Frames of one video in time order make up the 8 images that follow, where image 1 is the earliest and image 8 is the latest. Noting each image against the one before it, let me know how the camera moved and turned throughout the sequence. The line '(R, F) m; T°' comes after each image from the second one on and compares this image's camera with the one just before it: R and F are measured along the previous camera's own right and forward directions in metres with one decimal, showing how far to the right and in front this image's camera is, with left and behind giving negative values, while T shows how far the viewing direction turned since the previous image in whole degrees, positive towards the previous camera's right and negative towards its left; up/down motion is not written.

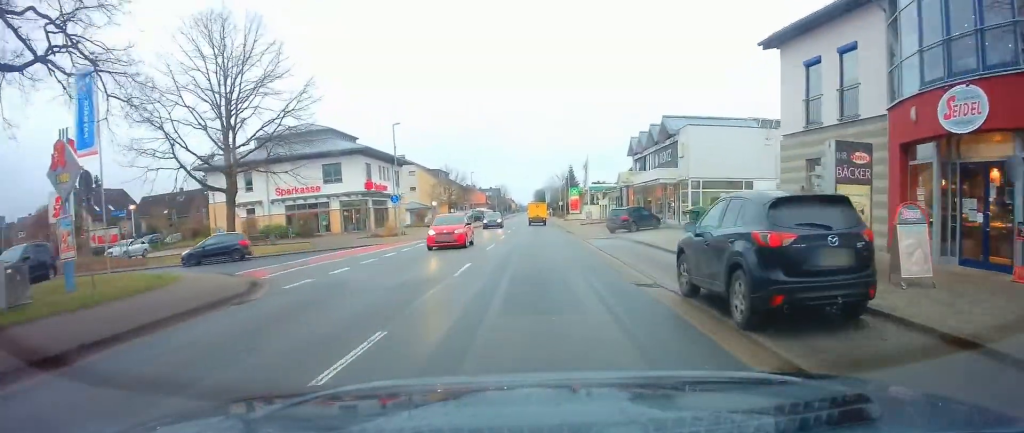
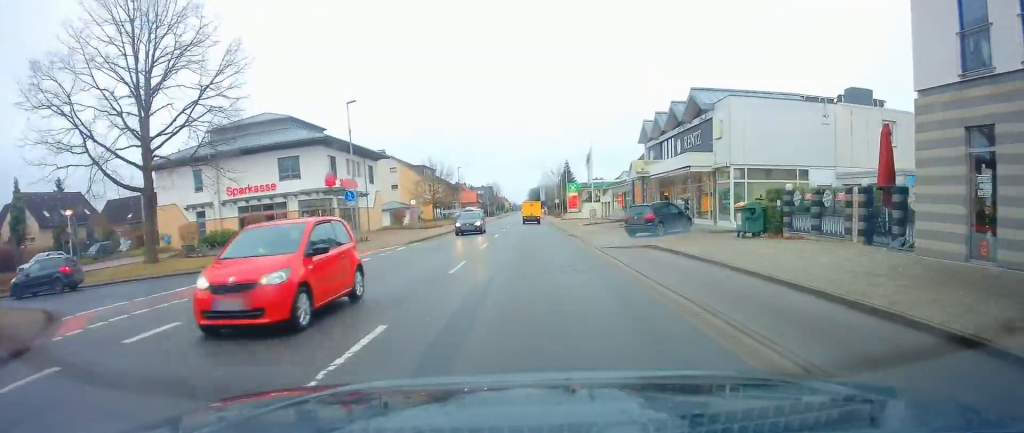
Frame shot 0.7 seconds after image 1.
(+0.2, +9.0) m; +1°
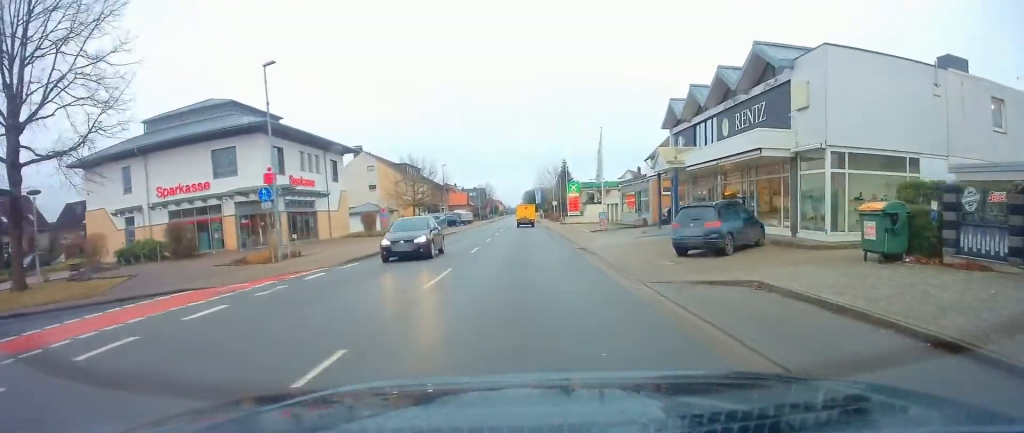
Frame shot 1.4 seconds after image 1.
(+0.1, +10.1) m; +1°
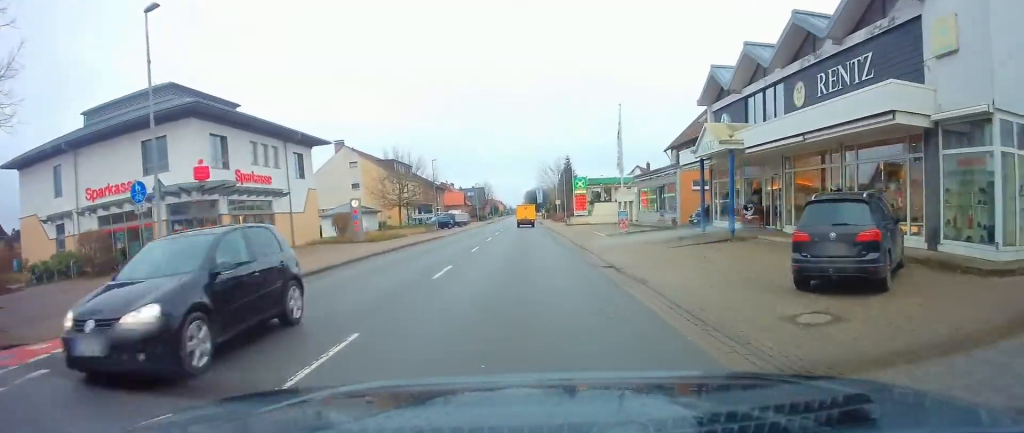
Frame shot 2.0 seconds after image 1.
(0.0, +8.1) m; 0°
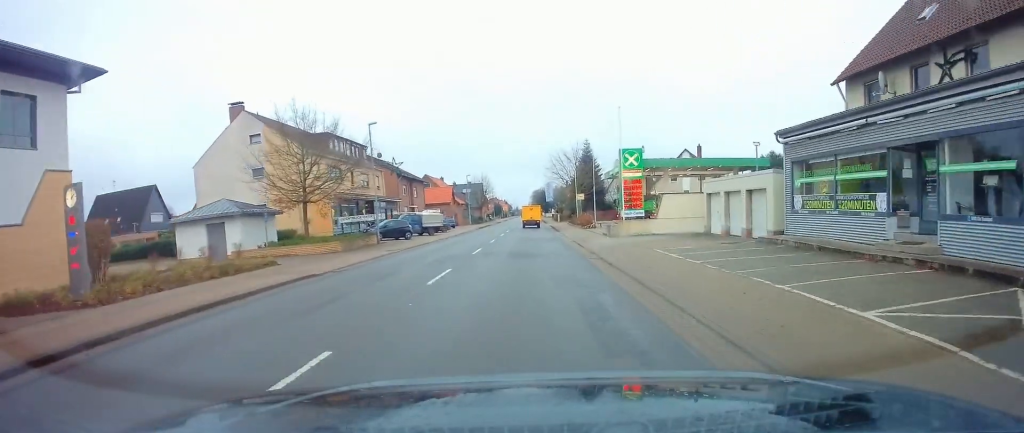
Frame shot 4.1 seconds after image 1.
(-0.1, +27.9) m; -1°
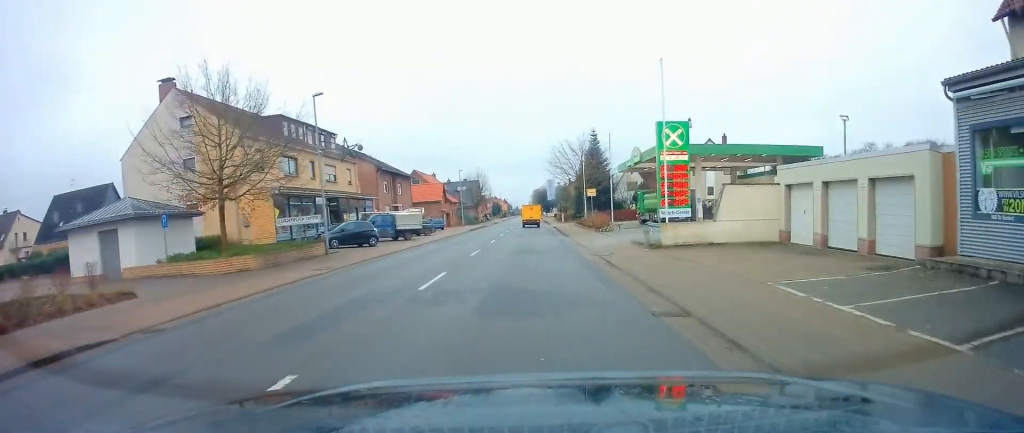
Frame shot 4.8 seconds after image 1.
(-0.1, +9.9) m; 0°
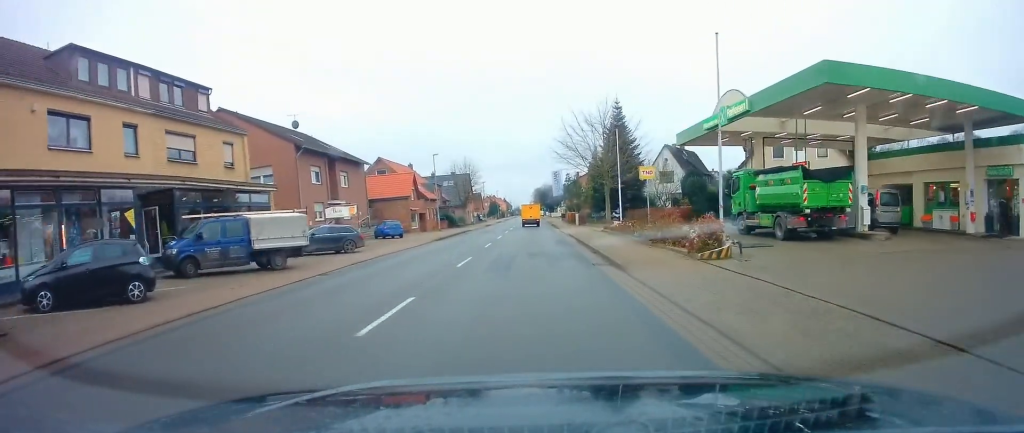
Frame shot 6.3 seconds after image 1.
(+0.2, +21.8) m; 0°
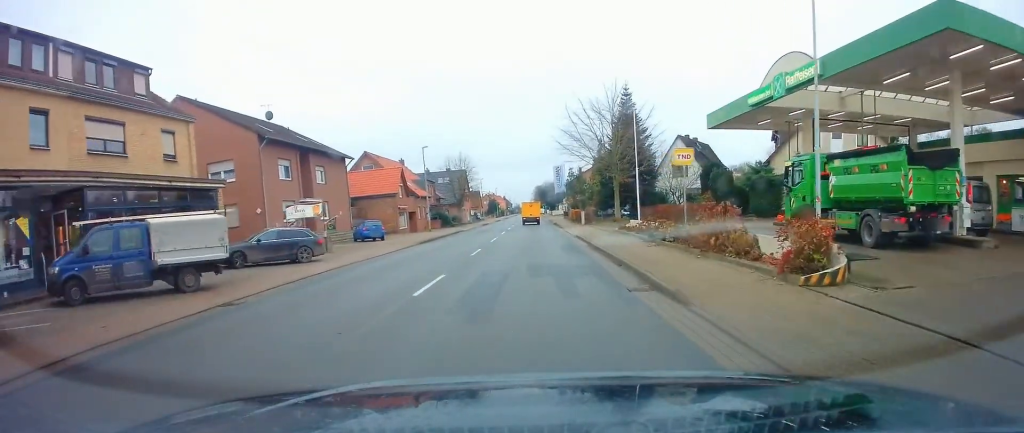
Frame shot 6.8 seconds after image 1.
(-0.1, +5.8) m; 0°
